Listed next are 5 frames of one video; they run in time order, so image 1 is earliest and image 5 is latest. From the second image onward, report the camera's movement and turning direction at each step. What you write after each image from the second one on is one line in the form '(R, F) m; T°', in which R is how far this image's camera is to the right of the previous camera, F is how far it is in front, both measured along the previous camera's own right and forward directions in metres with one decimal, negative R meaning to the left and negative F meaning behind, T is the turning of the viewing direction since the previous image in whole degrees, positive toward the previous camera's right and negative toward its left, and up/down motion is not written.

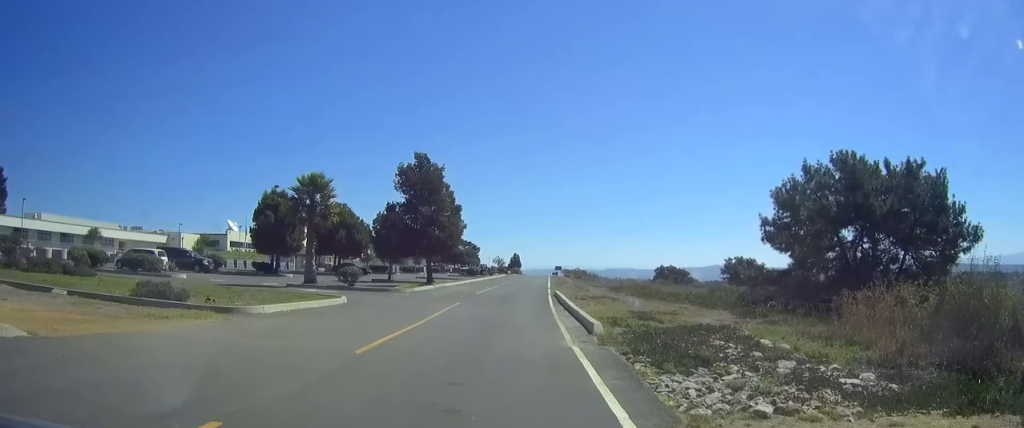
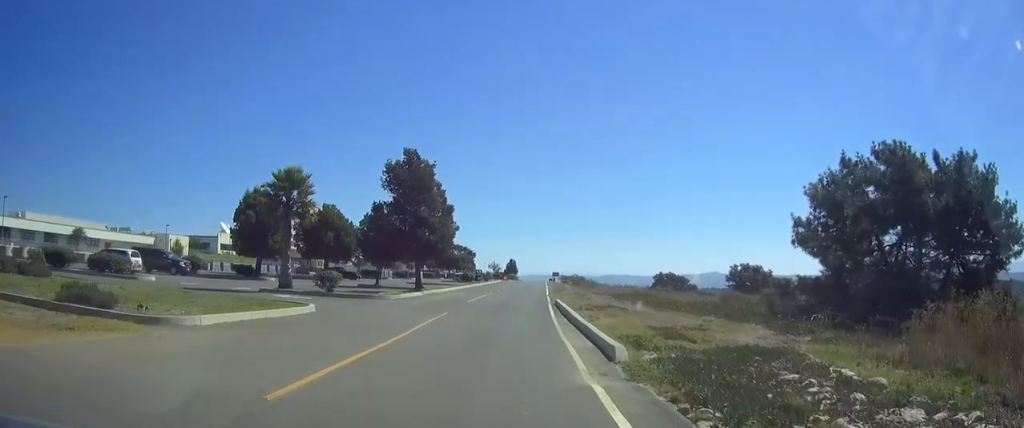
(0.0, +3.7) m; +1°
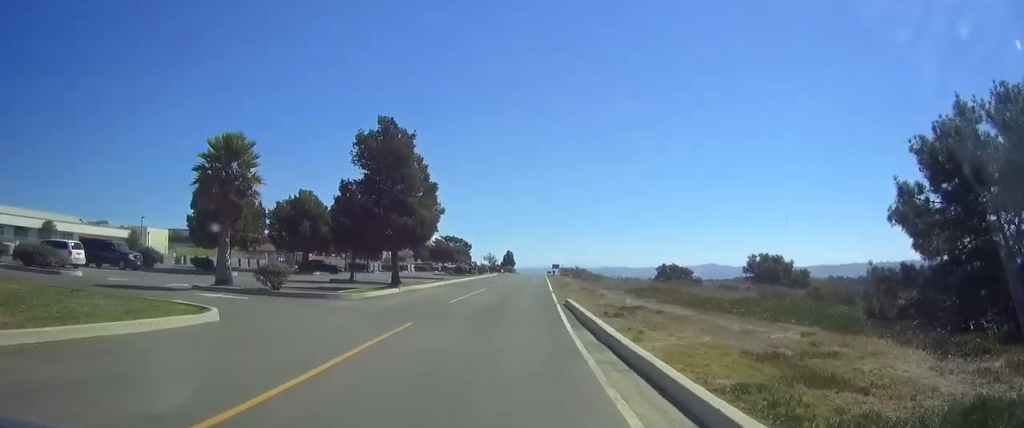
(+0.2, +7.4) m; +2°
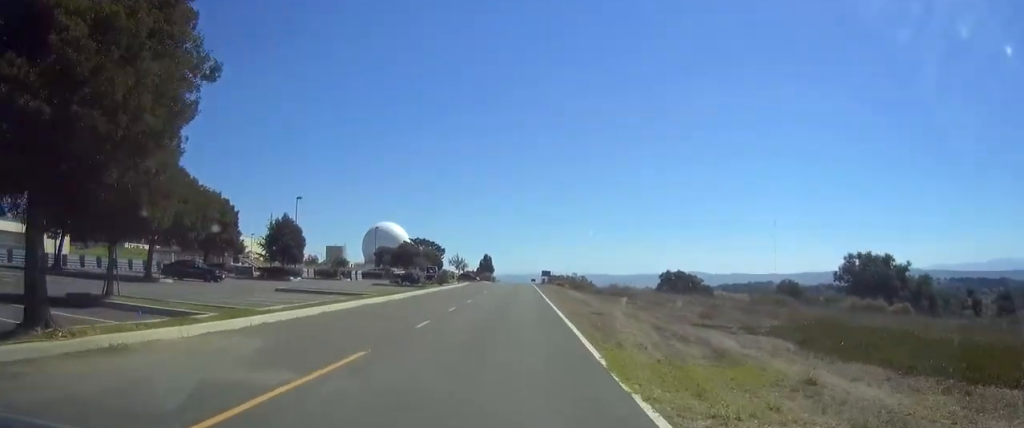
(+0.3, +27.3) m; +2°
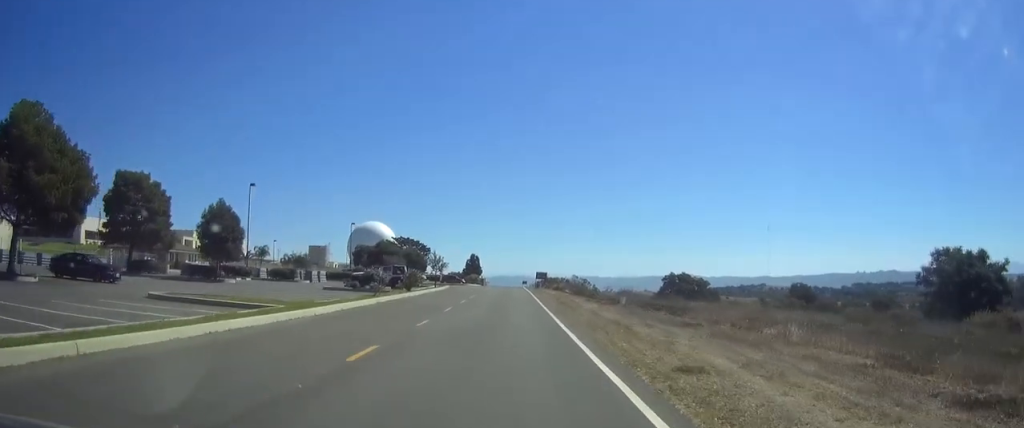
(+0.4, +13.8) m; +2°
